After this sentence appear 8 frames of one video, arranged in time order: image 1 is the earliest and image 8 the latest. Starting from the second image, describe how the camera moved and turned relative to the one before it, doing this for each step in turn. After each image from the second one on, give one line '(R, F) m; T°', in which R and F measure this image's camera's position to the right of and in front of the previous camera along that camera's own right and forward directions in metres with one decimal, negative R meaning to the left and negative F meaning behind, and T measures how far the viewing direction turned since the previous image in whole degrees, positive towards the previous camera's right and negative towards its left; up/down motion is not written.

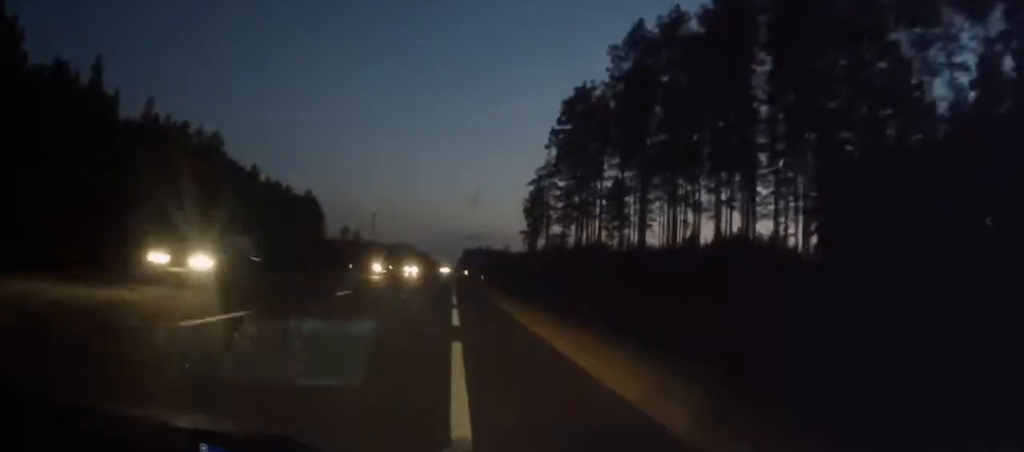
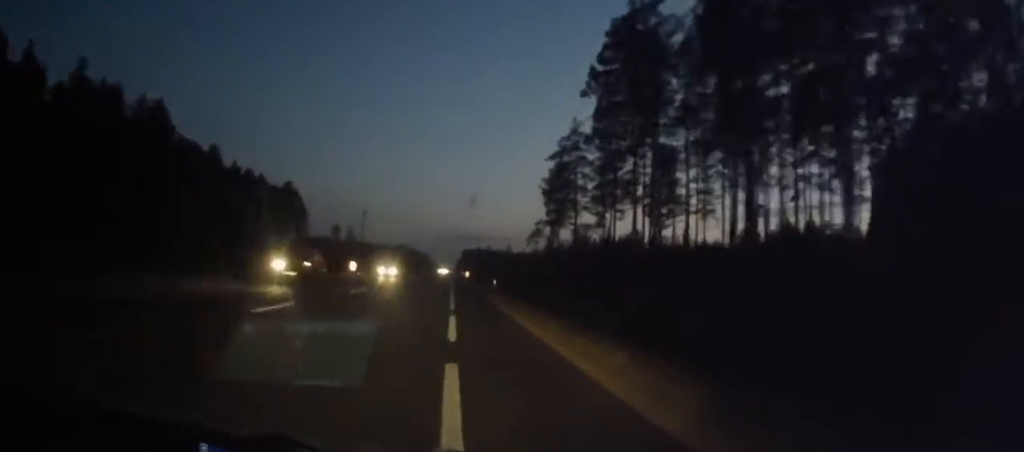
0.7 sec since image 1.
(+0.4, +20.4) m; 0°
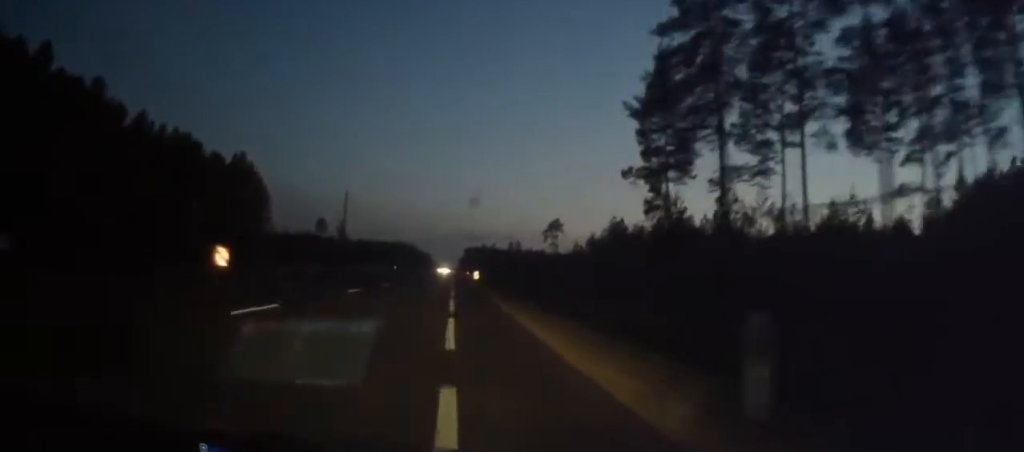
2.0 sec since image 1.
(-0.5, +37.1) m; -1°
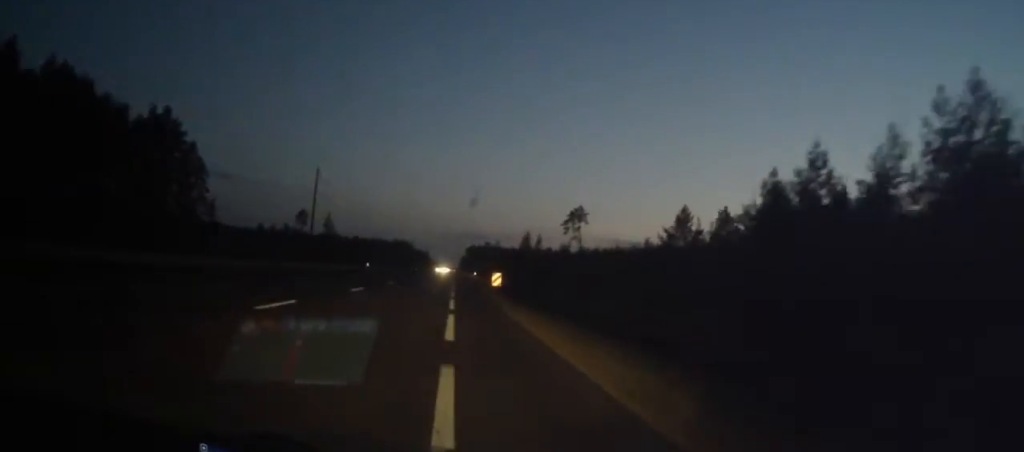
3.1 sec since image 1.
(+0.4, +34.2) m; +1°
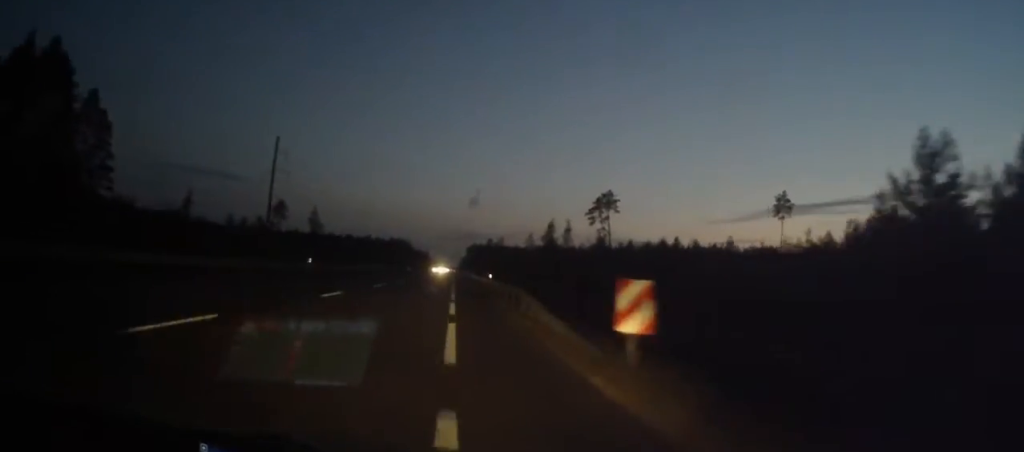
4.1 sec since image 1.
(+0.1, +29.3) m; -1°
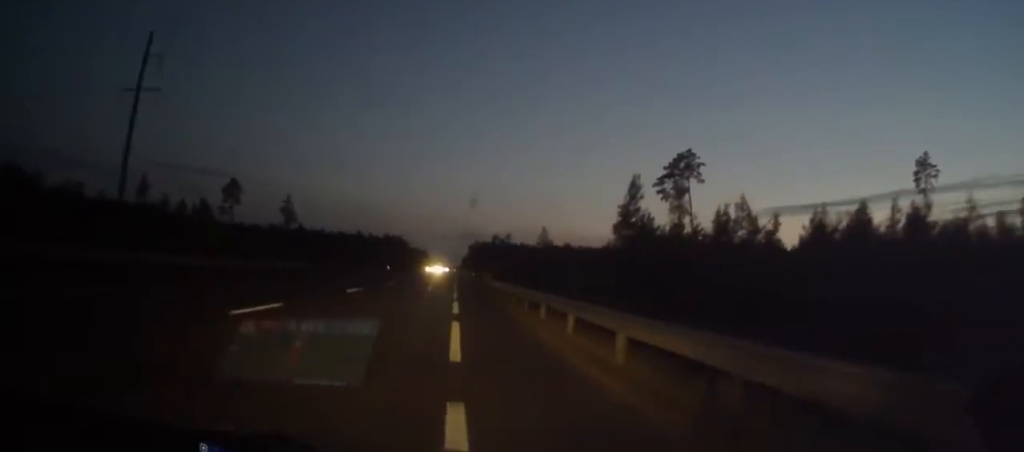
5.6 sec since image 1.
(-0.4, +44.3) m; 0°
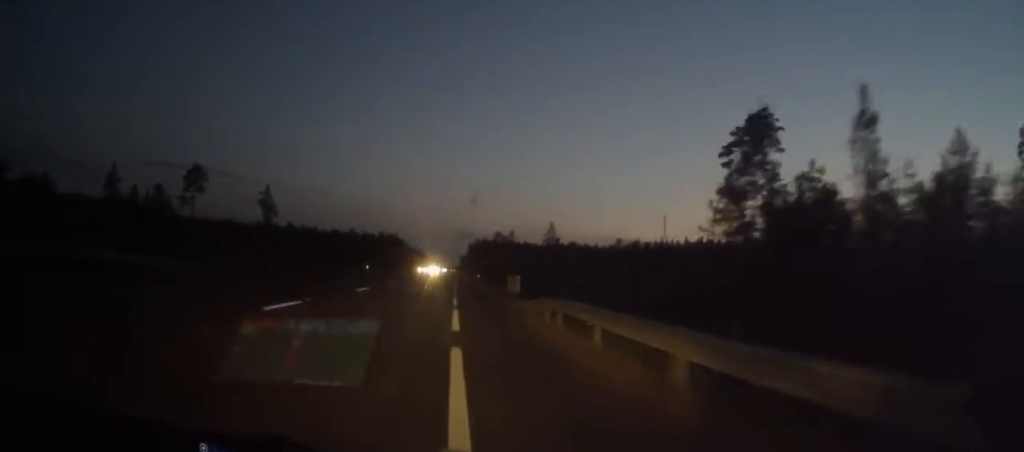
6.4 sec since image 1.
(0.0, +22.7) m; 0°
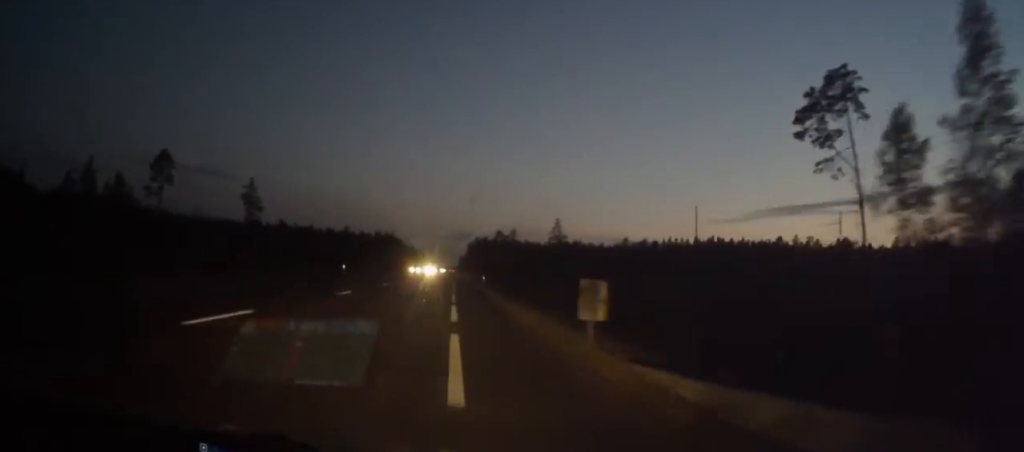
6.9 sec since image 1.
(0.0, +15.8) m; 0°
